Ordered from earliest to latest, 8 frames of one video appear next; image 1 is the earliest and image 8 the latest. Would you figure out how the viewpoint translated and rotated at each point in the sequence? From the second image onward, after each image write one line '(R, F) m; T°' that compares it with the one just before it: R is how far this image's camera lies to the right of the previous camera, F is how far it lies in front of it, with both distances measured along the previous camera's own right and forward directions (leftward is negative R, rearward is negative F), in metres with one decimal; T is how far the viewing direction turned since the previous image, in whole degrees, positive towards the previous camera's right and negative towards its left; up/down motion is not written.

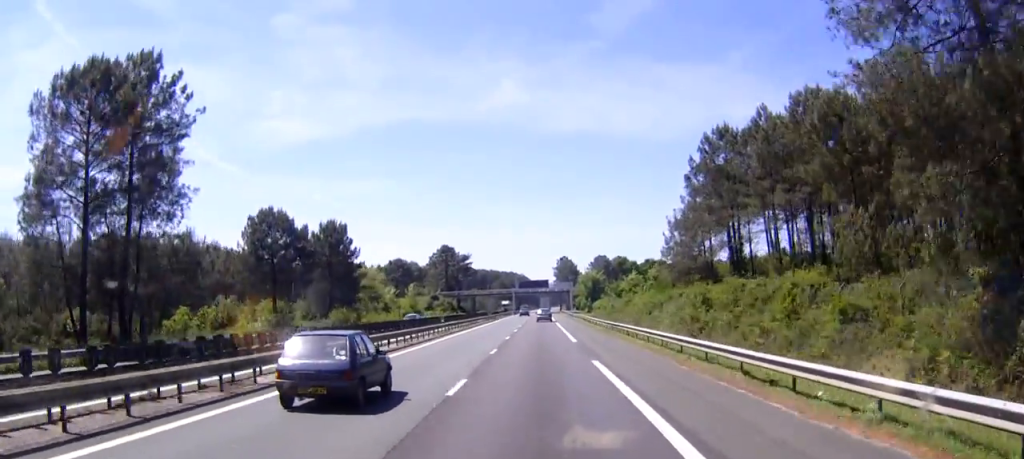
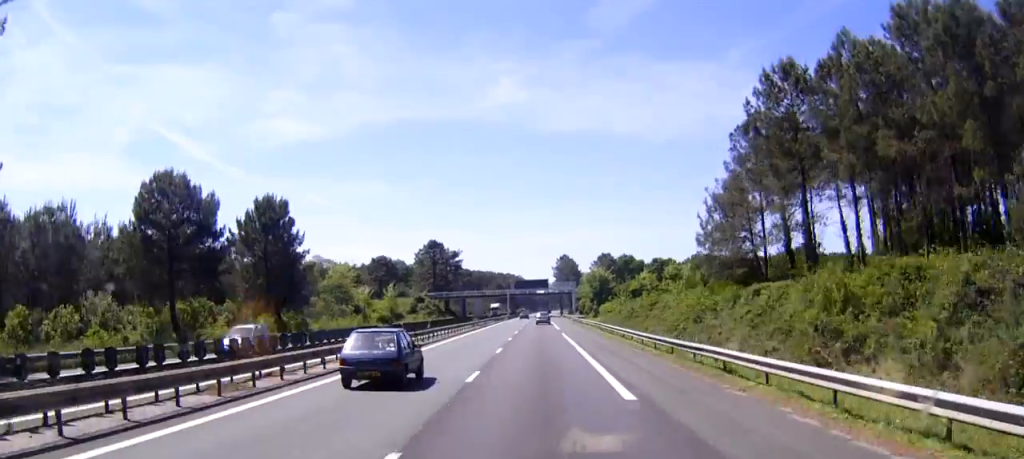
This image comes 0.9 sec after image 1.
(0.0, +22.0) m; 0°
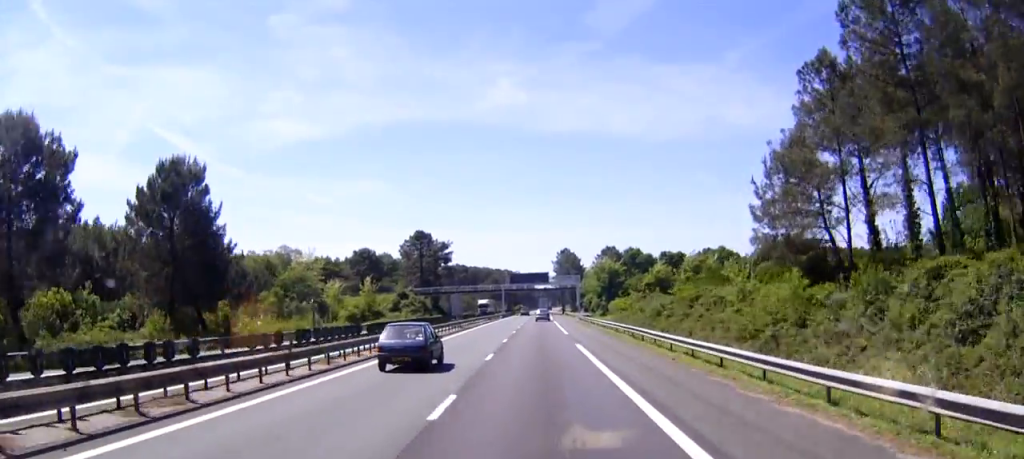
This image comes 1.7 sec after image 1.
(0.0, +19.6) m; 0°
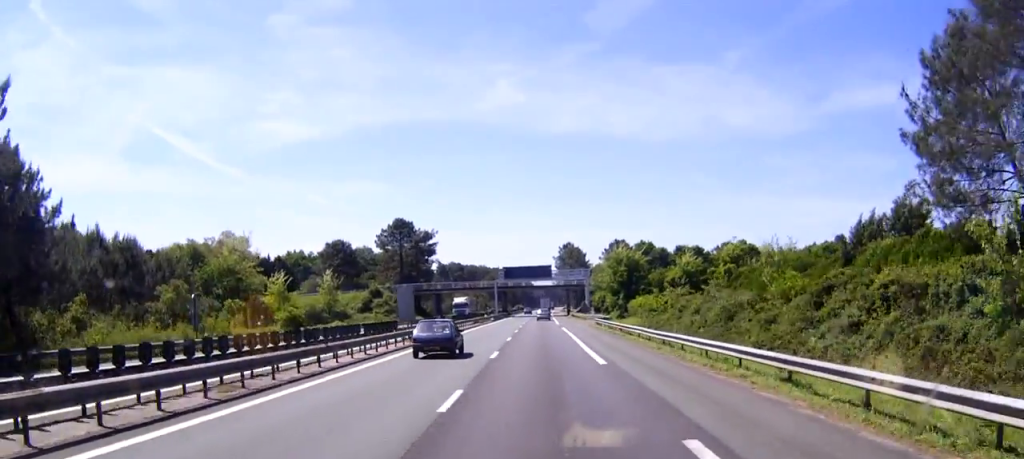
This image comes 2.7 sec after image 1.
(+0.2, +25.3) m; 0°
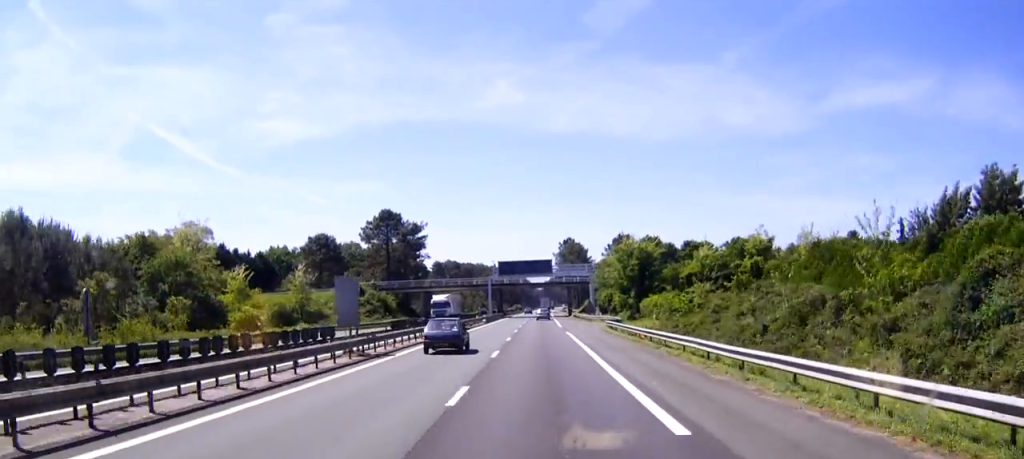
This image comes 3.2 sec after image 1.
(0.0, +12.3) m; 0°
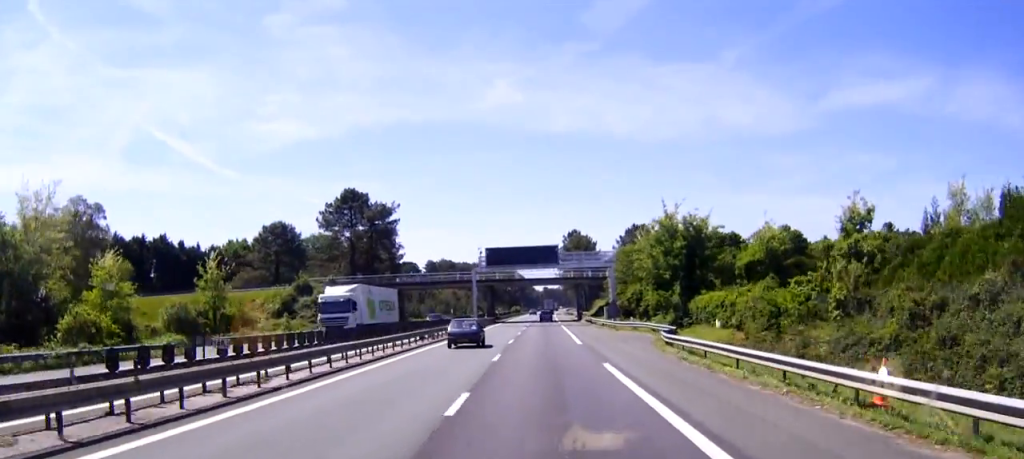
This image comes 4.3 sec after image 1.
(-0.1, +27.0) m; 0°
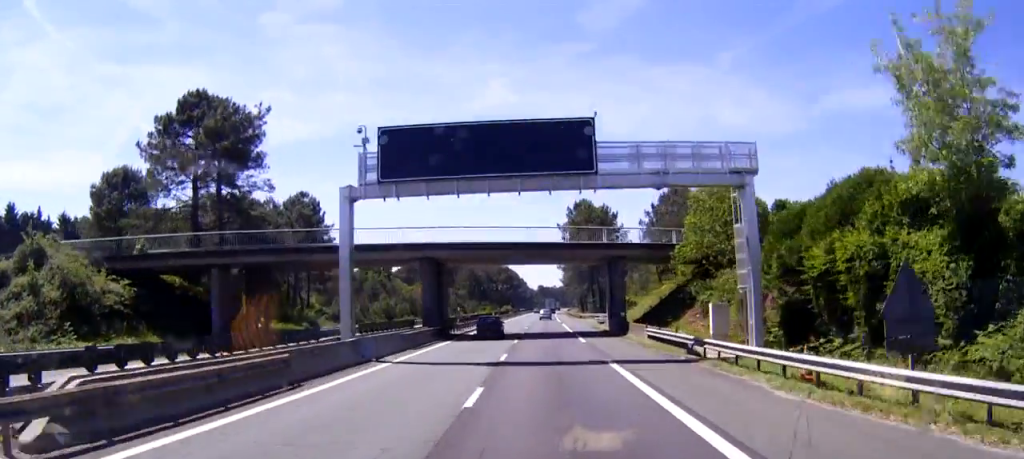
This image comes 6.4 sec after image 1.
(+0.1, +51.4) m; +1°
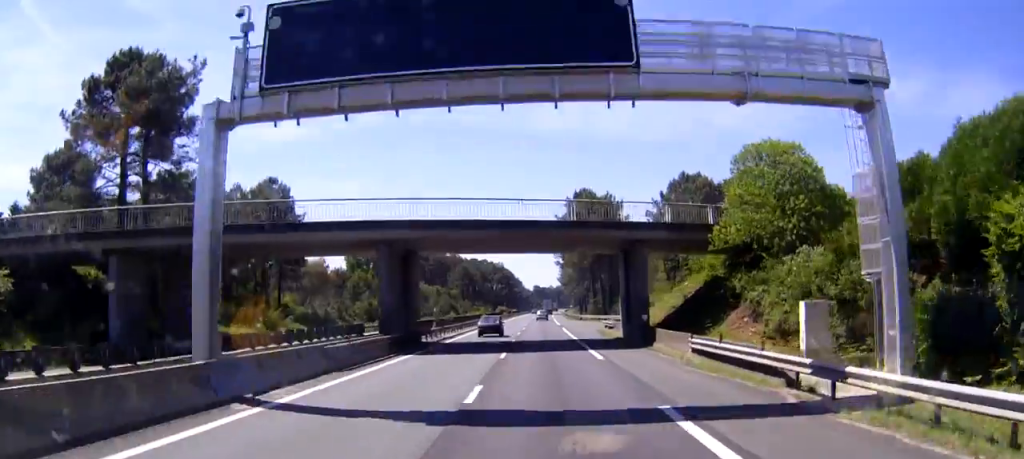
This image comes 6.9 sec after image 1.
(+0.1, +11.4) m; 0°
